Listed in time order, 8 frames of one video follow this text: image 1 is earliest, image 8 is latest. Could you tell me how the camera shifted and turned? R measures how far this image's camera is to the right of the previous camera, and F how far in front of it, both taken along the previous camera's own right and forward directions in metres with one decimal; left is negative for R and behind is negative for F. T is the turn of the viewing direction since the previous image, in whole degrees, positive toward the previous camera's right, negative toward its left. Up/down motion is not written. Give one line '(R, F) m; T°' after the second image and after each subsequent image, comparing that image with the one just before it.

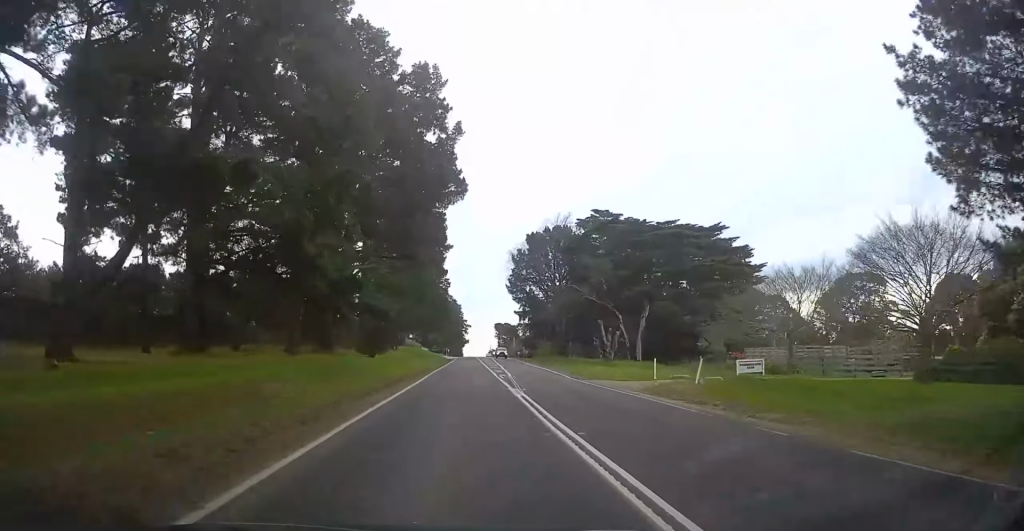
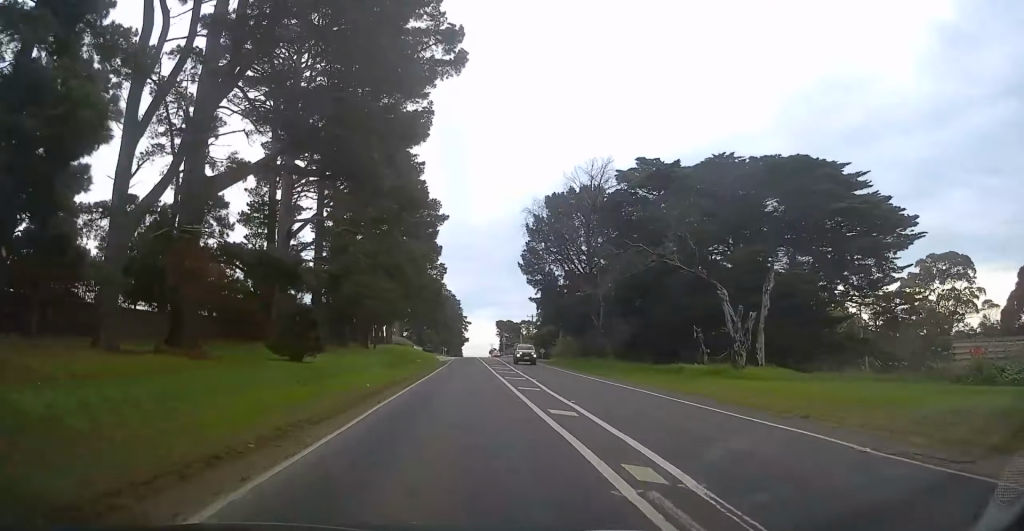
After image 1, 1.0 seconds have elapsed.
(+0.6, +26.3) m; 0°
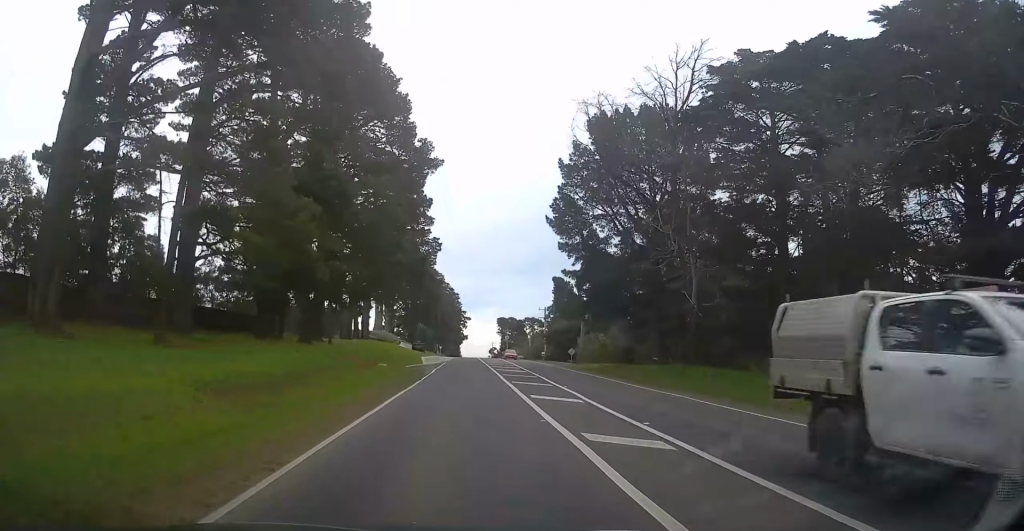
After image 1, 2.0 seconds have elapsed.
(-0.7, +27.1) m; -1°
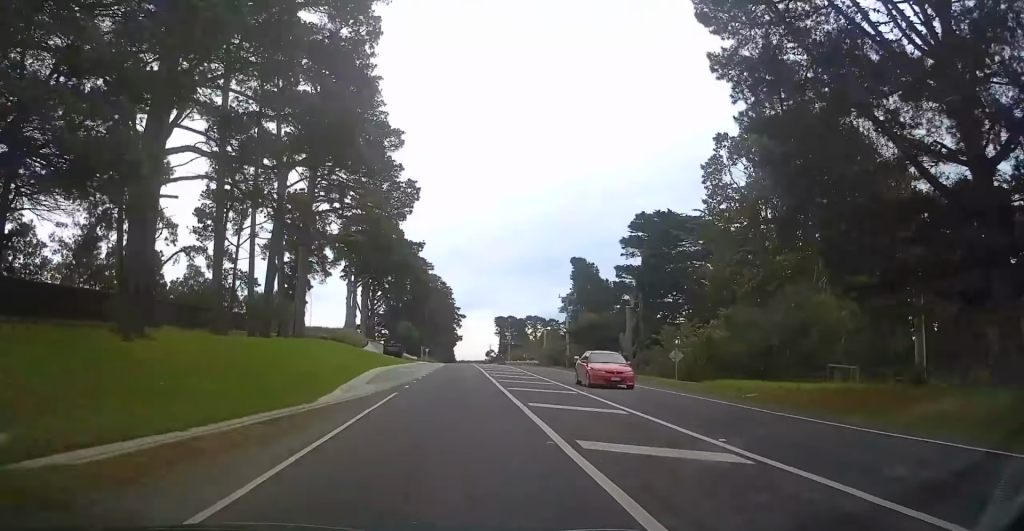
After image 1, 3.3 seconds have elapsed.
(+0.4, +35.9) m; +1°
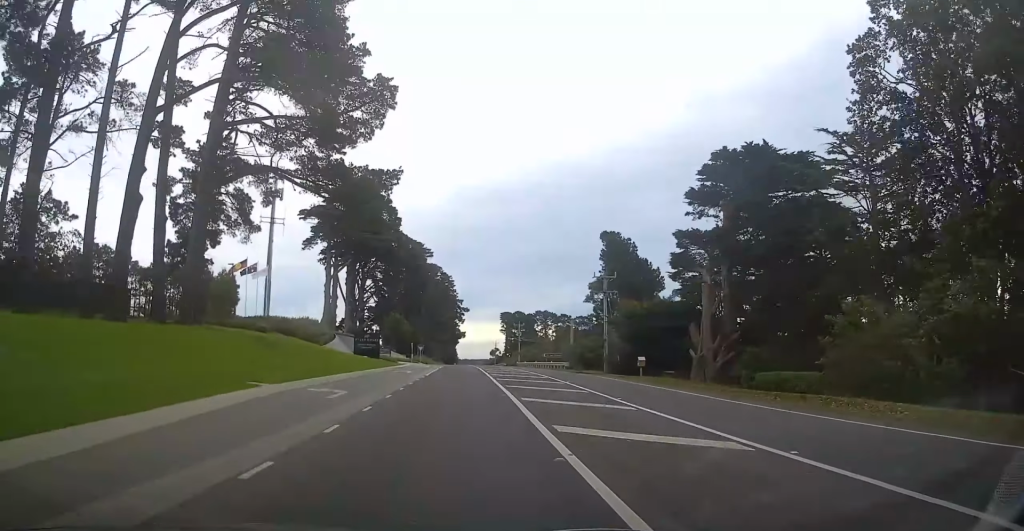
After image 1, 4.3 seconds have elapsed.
(+0.1, +25.2) m; 0°
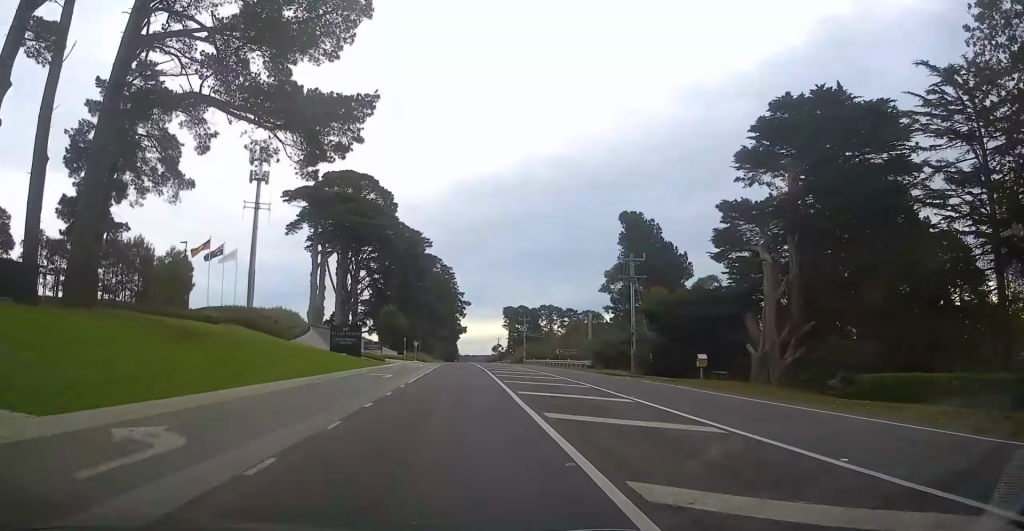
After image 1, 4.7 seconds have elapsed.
(+0.1, +11.2) m; 0°
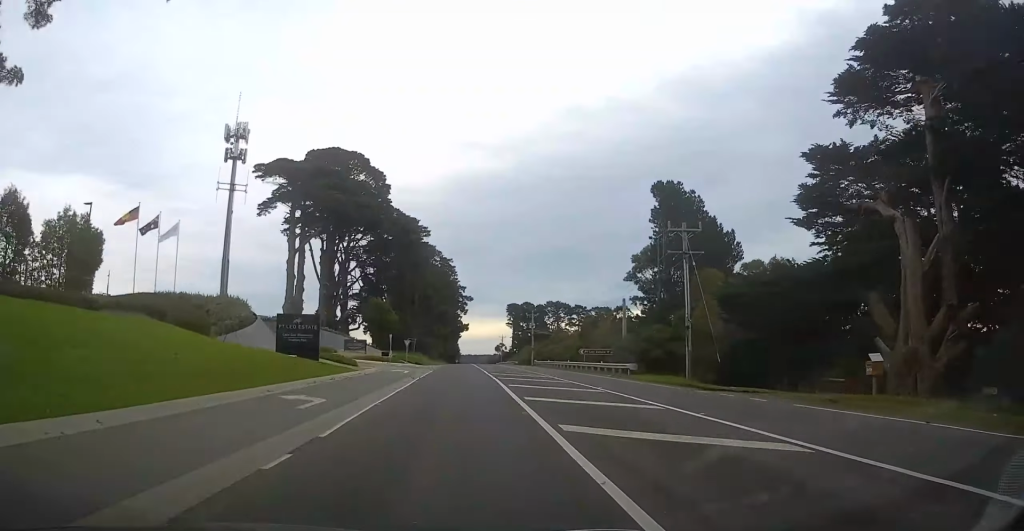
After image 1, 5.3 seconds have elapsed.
(0.0, +16.0) m; 0°
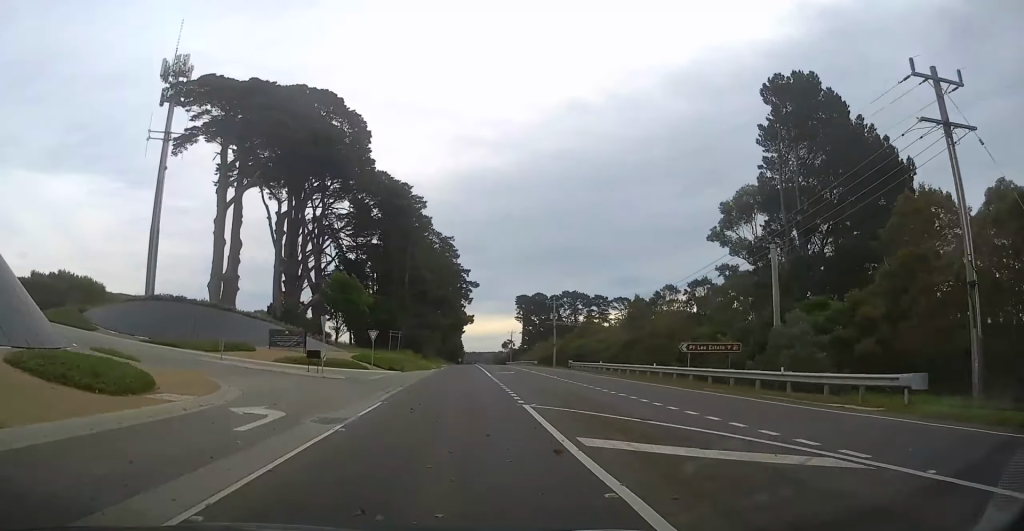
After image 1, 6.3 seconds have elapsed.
(-0.3, +28.7) m; 0°
